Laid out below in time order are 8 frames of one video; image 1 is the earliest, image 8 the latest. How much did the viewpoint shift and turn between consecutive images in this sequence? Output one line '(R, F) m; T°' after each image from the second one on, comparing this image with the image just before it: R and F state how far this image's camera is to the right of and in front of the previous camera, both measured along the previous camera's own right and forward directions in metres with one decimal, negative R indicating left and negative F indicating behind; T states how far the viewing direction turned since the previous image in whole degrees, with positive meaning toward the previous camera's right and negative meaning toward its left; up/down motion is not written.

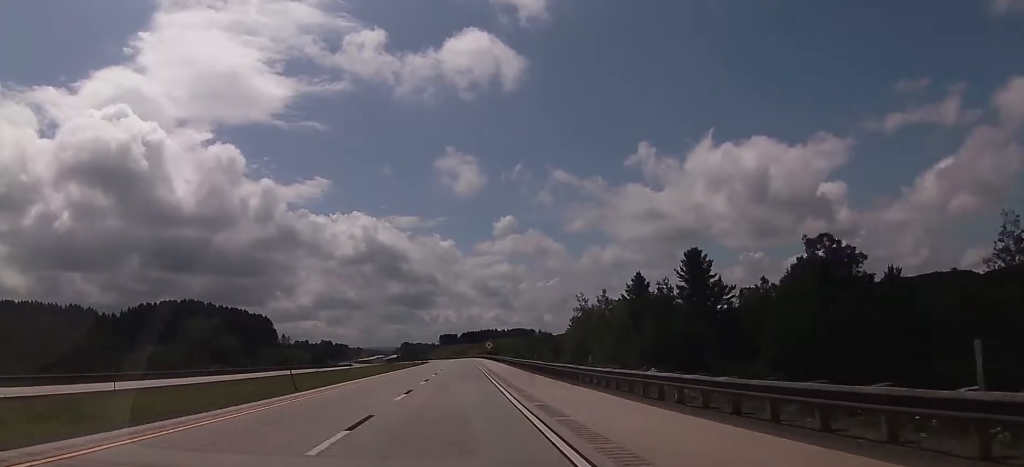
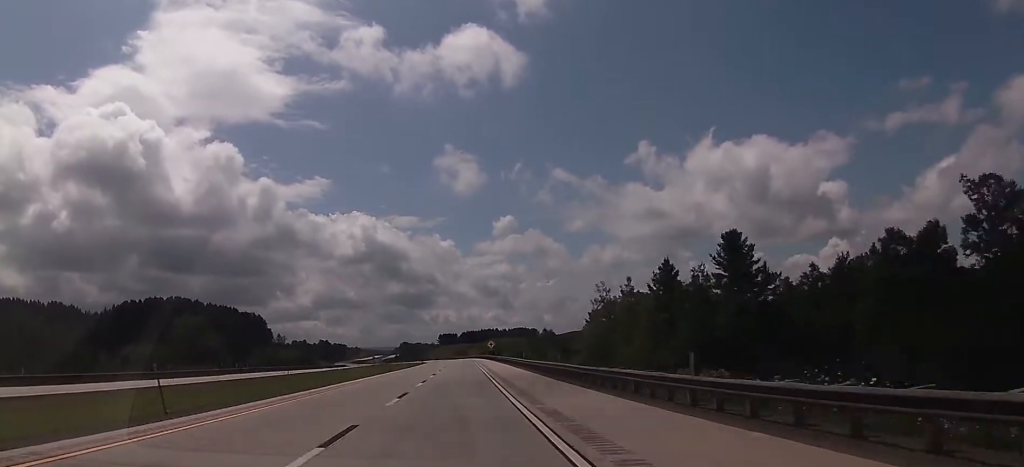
(-0.2, +14.3) m; 0°
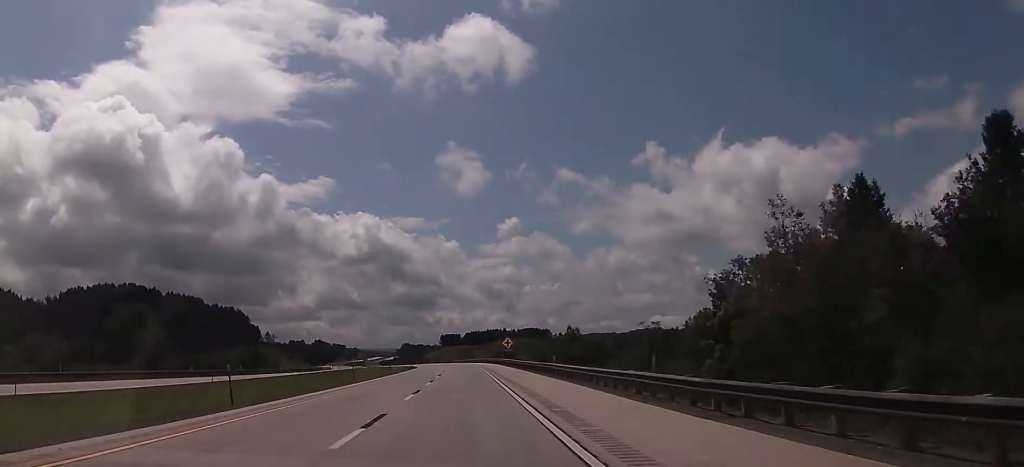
(+0.2, +45.0) m; +1°
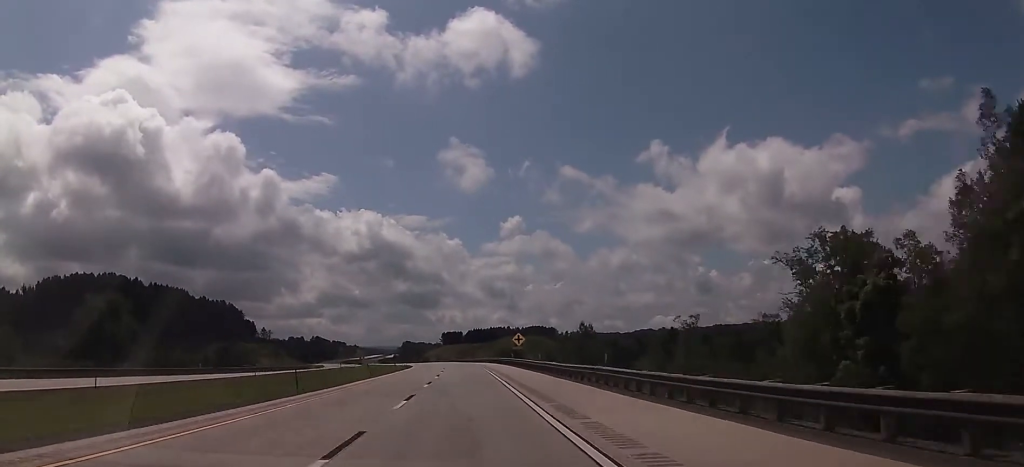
(0.0, +16.5) m; 0°
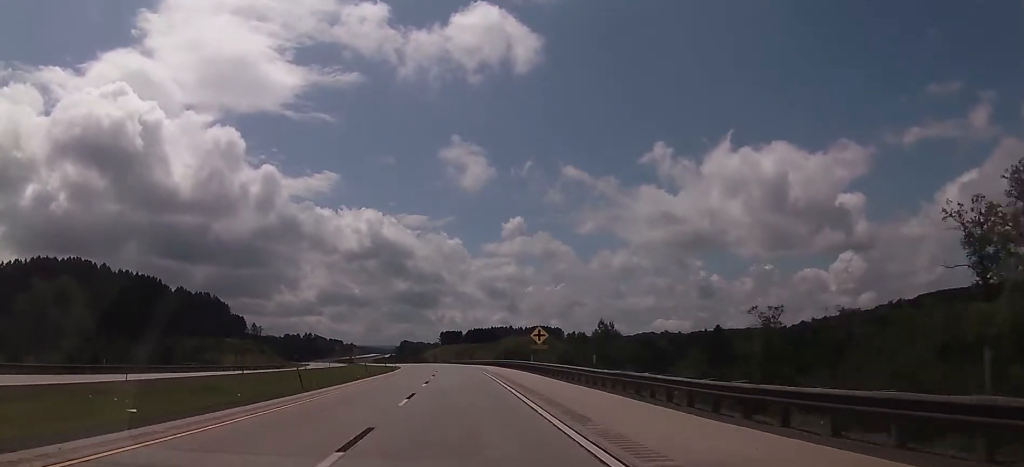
(-0.3, +23.1) m; 0°
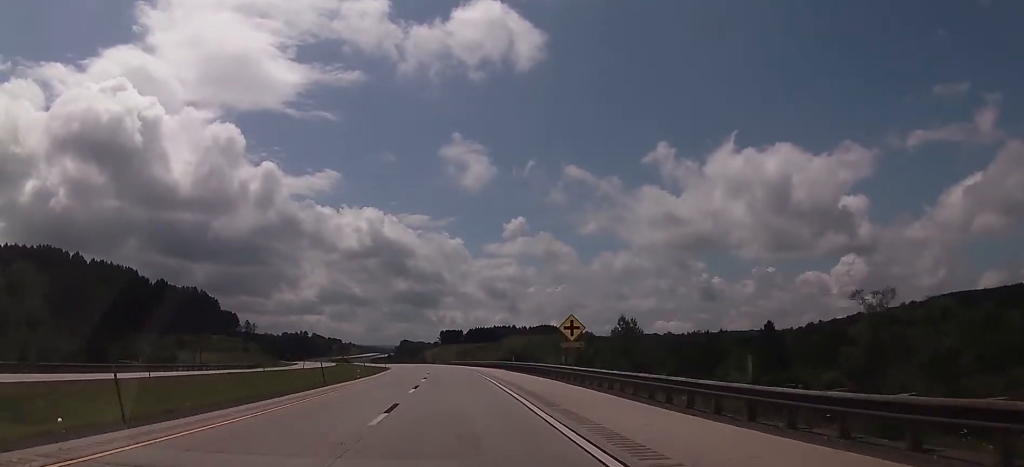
(0.0, +17.5) m; 0°
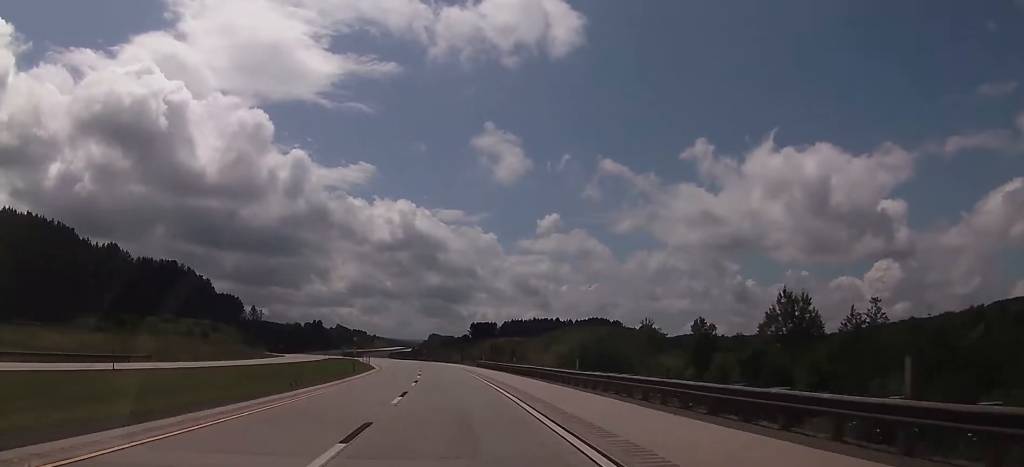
(-0.2, +54.9) m; -1°
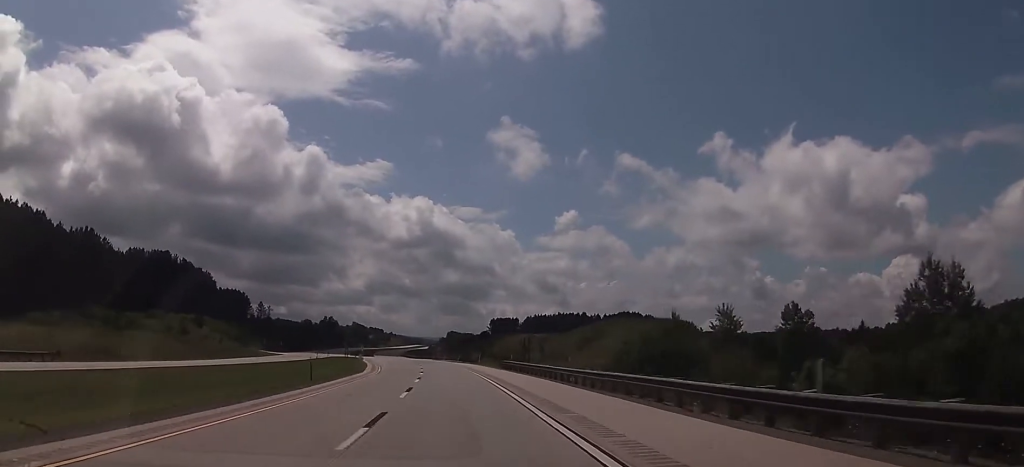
(-0.1, +22.0) m; -1°
